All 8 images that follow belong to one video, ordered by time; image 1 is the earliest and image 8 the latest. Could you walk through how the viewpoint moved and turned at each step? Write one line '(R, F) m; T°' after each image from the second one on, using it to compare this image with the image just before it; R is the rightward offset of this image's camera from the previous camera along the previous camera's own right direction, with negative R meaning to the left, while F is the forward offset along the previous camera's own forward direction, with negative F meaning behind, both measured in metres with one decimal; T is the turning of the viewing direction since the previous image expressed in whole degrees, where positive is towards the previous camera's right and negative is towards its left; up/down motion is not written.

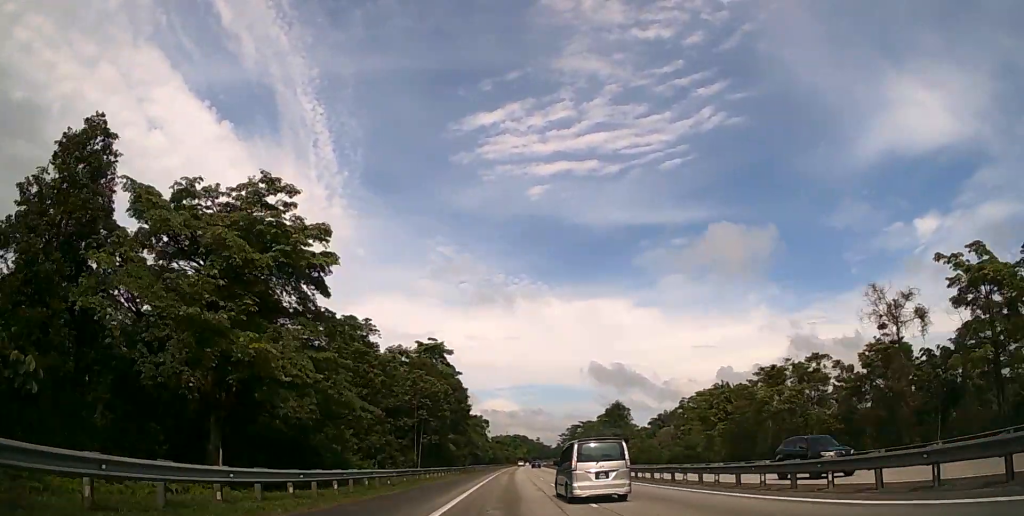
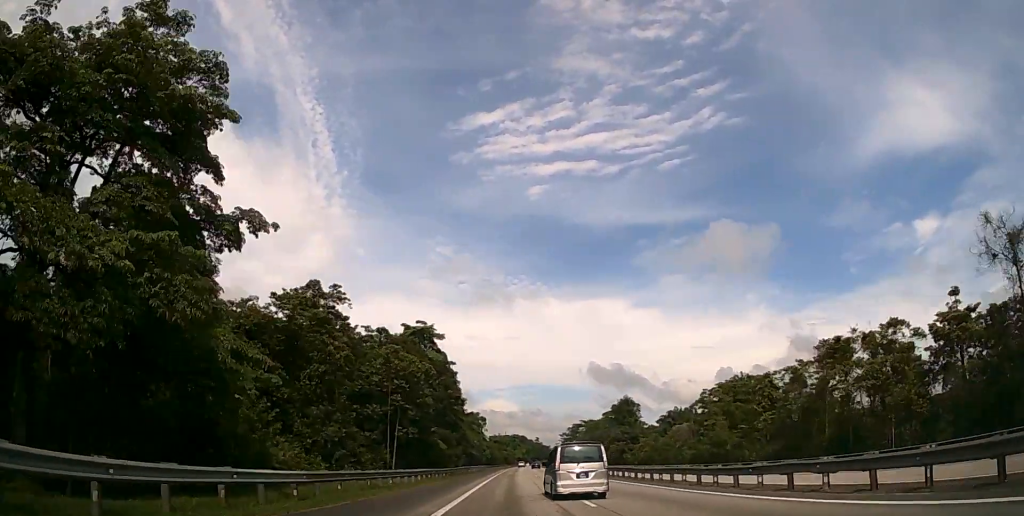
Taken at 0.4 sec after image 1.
(0.0, +11.8) m; 0°
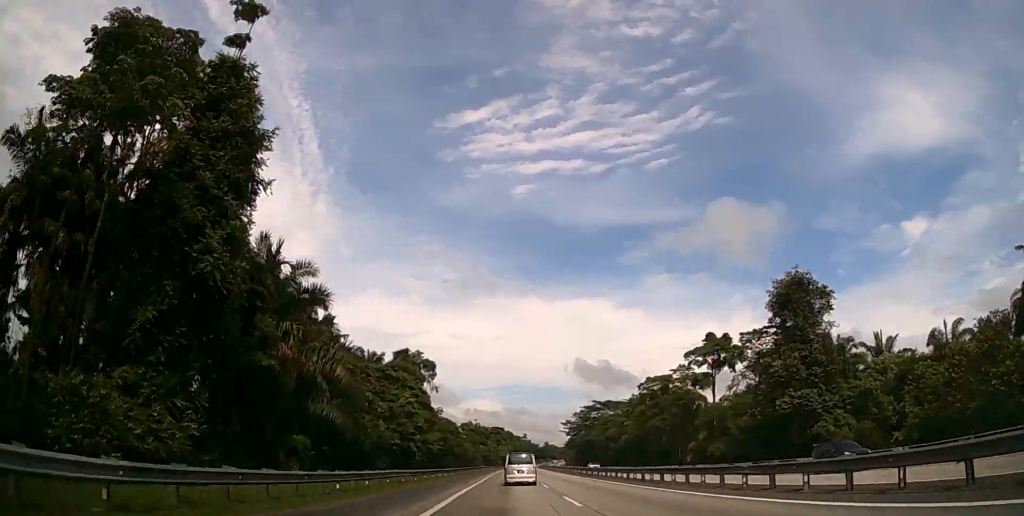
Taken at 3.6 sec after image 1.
(+1.2, +84.1) m; +2°
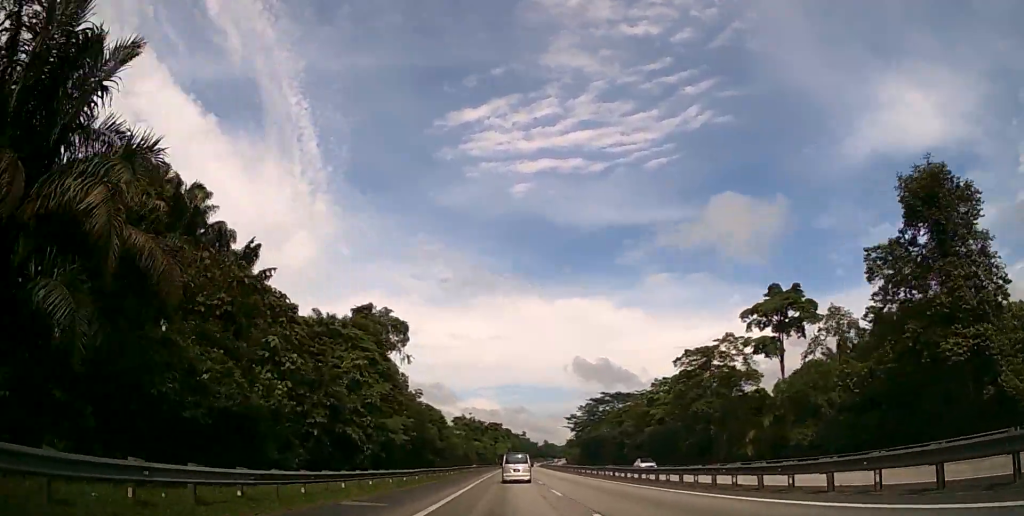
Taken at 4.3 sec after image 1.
(0.0, +19.3) m; 0°
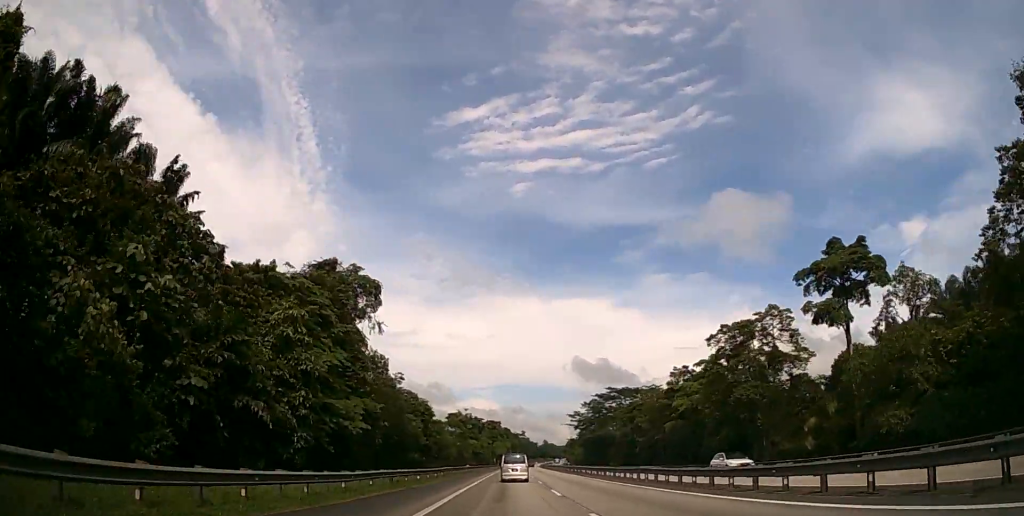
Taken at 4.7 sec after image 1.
(0.0, +11.8) m; 0°
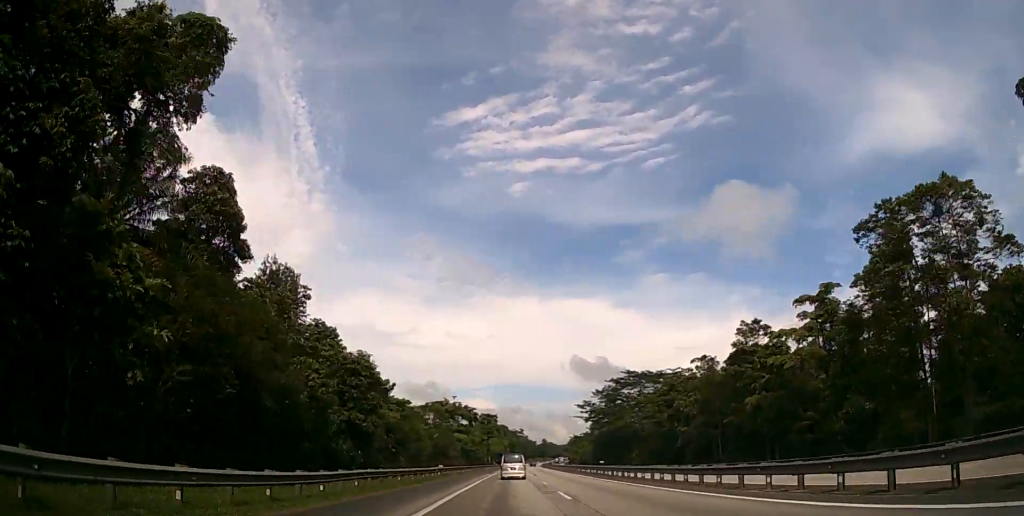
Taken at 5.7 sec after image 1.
(+0.1, +26.6) m; 0°
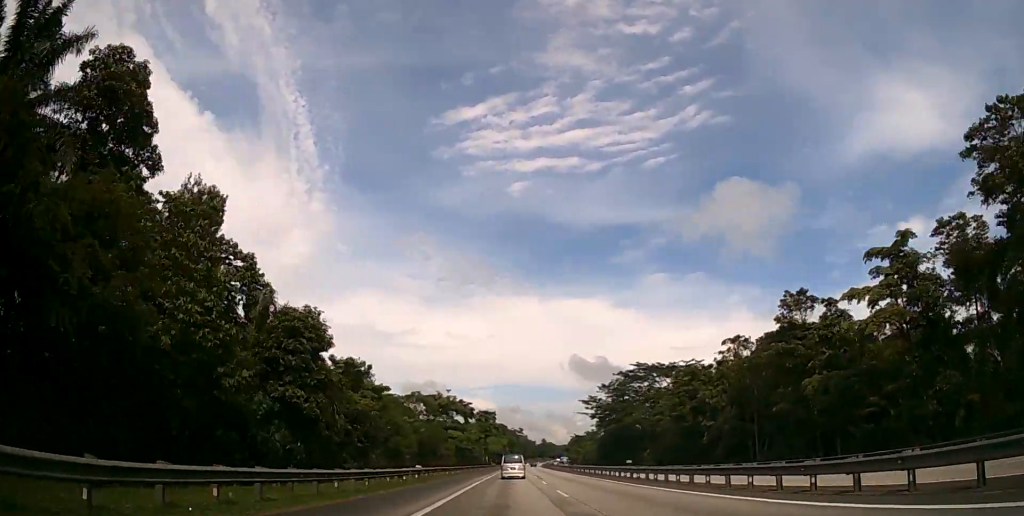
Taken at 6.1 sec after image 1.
(0.0, +10.7) m; 0°
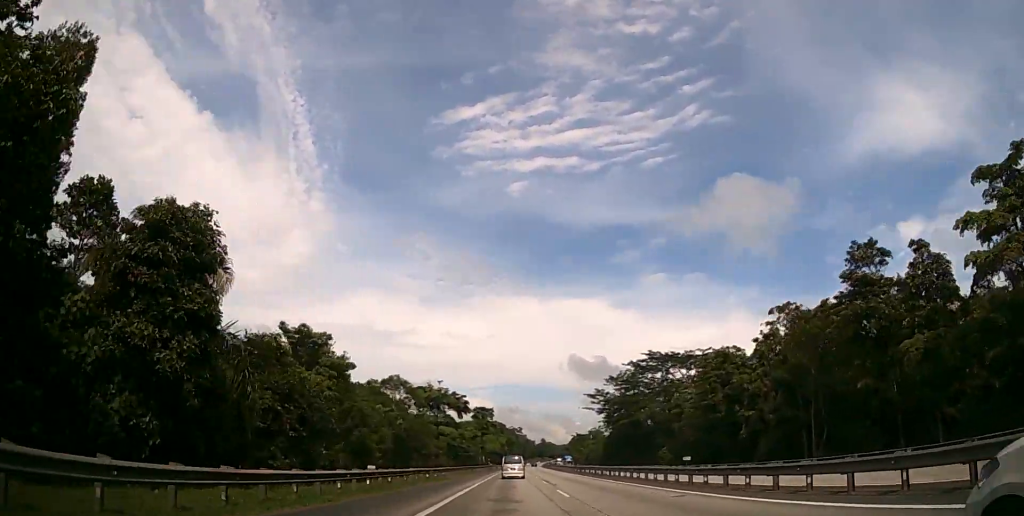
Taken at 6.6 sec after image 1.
(0.0, +11.7) m; 0°
